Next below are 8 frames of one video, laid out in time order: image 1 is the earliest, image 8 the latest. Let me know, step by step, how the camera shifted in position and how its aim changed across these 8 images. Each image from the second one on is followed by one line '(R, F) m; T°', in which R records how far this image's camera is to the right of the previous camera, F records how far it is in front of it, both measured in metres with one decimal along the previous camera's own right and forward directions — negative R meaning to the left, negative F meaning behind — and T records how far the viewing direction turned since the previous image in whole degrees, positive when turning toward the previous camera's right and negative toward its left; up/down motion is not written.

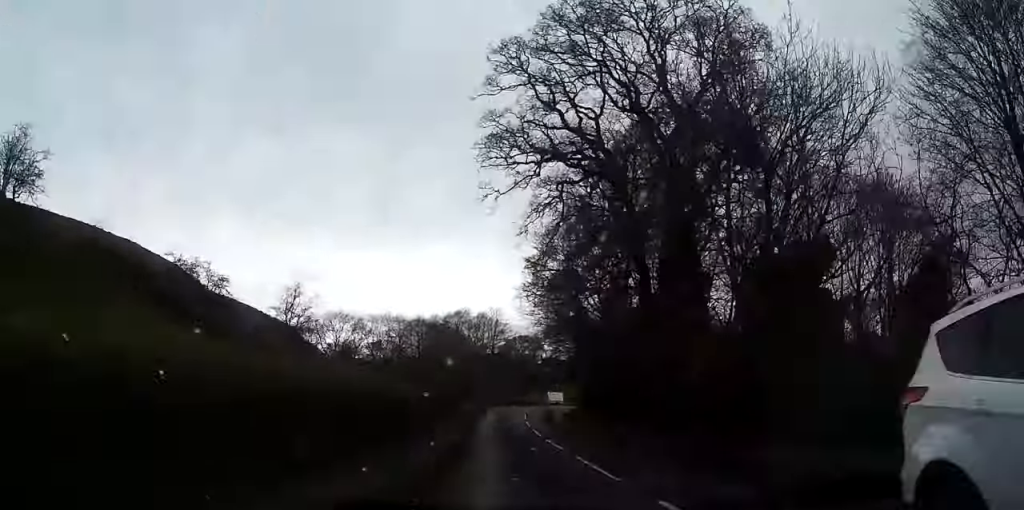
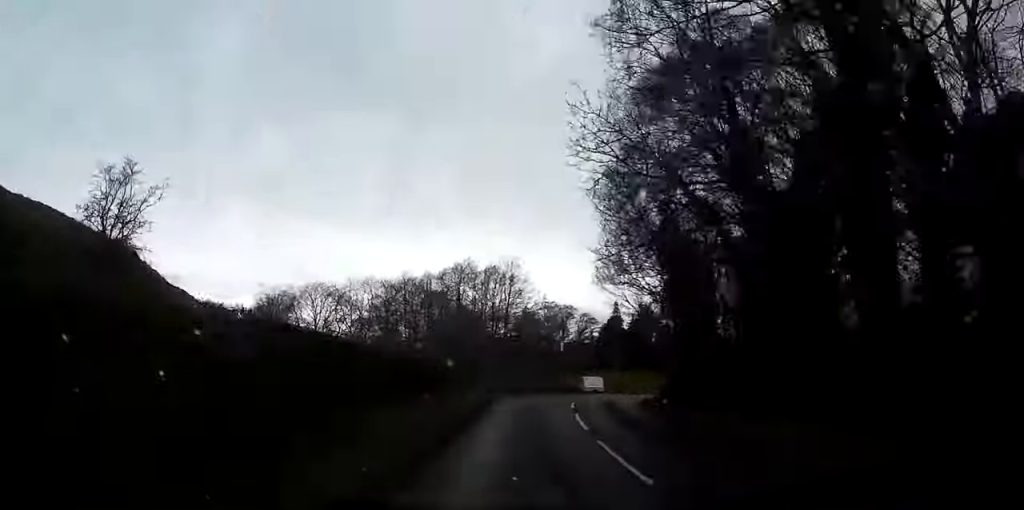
(0.0, +29.3) m; 0°
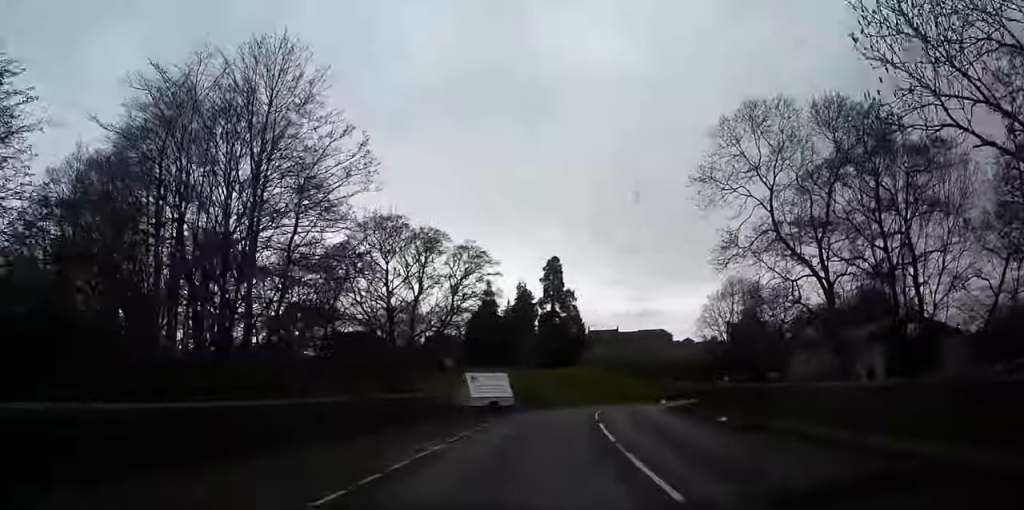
(+1.9, +46.0) m; +10°
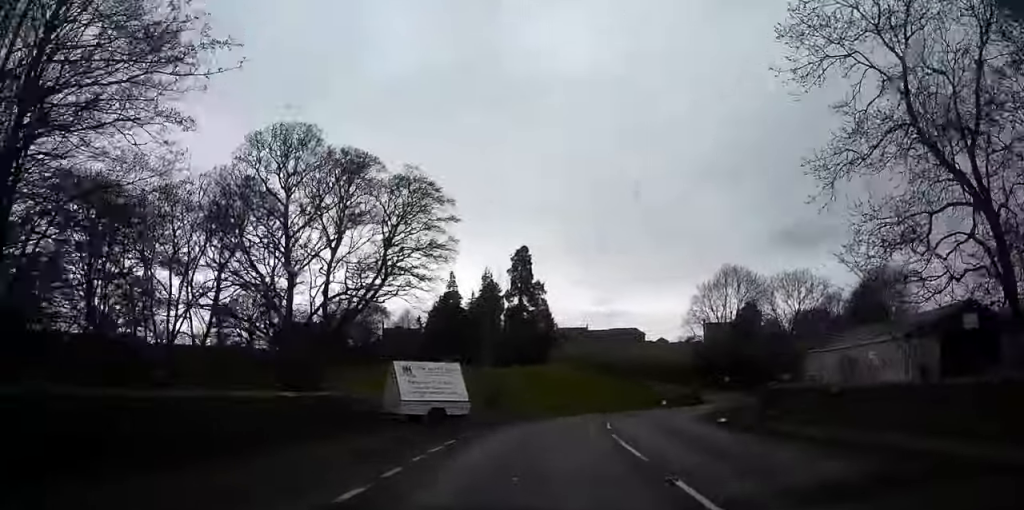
(+0.9, +13.9) m; +4°
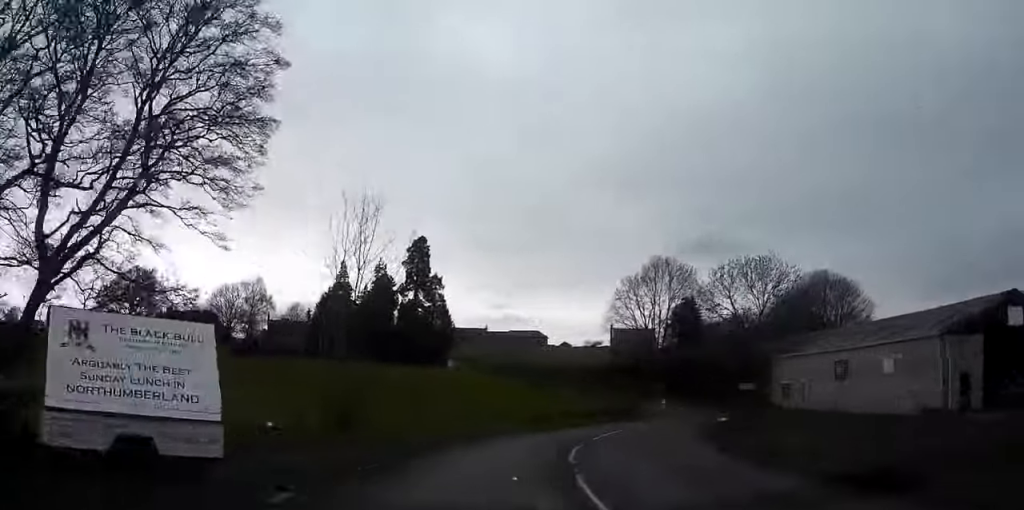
(+0.5, +15.6) m; +5°
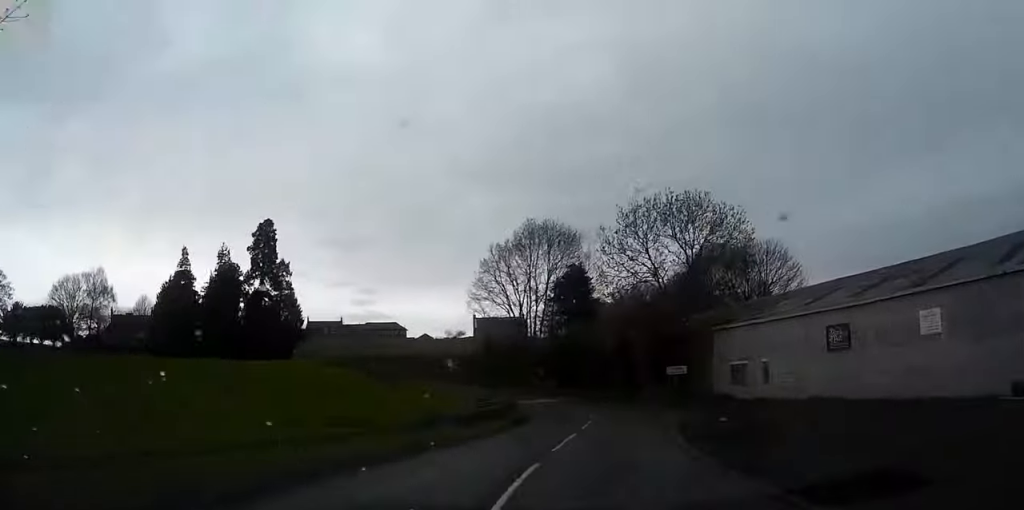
(+0.6, +16.5) m; +7°
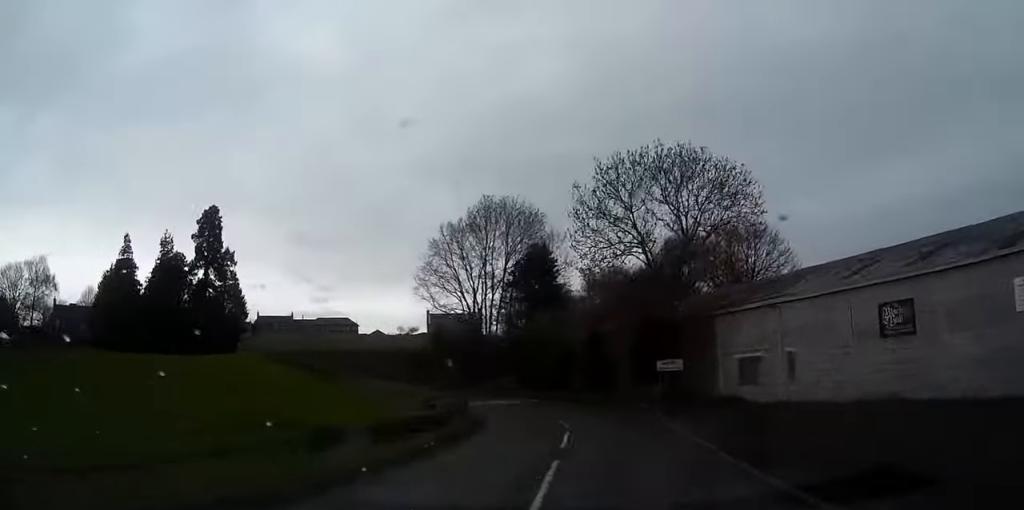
(+0.8, +8.7) m; +3°
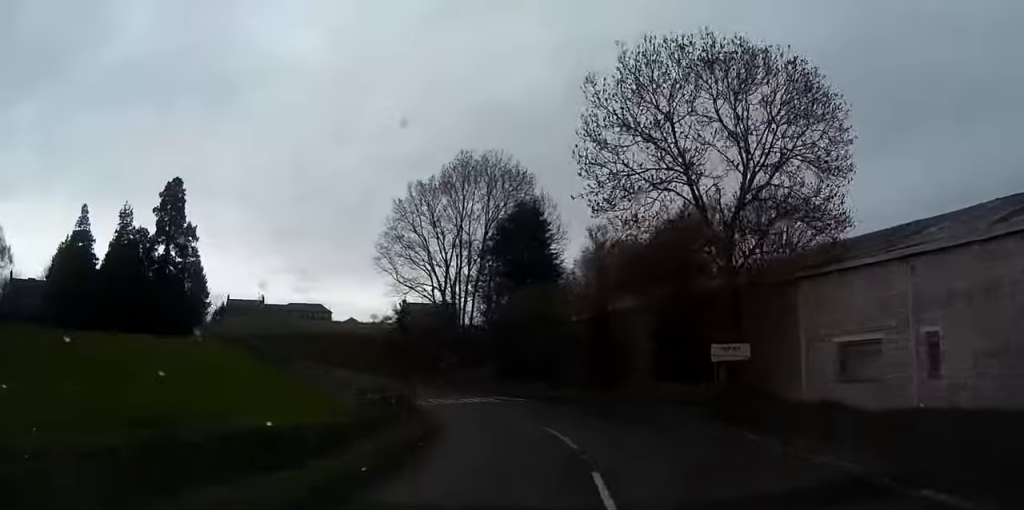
(+0.3, +11.9) m; +2°
